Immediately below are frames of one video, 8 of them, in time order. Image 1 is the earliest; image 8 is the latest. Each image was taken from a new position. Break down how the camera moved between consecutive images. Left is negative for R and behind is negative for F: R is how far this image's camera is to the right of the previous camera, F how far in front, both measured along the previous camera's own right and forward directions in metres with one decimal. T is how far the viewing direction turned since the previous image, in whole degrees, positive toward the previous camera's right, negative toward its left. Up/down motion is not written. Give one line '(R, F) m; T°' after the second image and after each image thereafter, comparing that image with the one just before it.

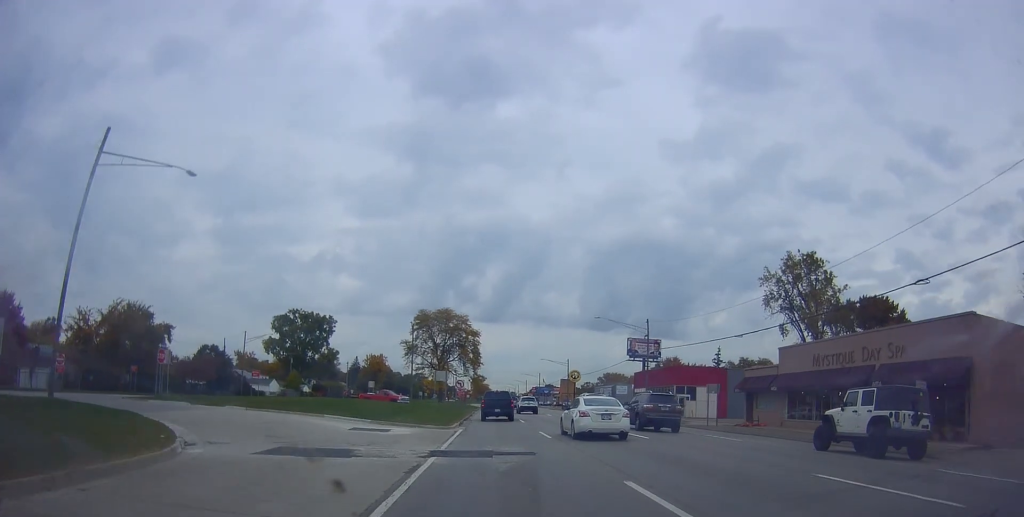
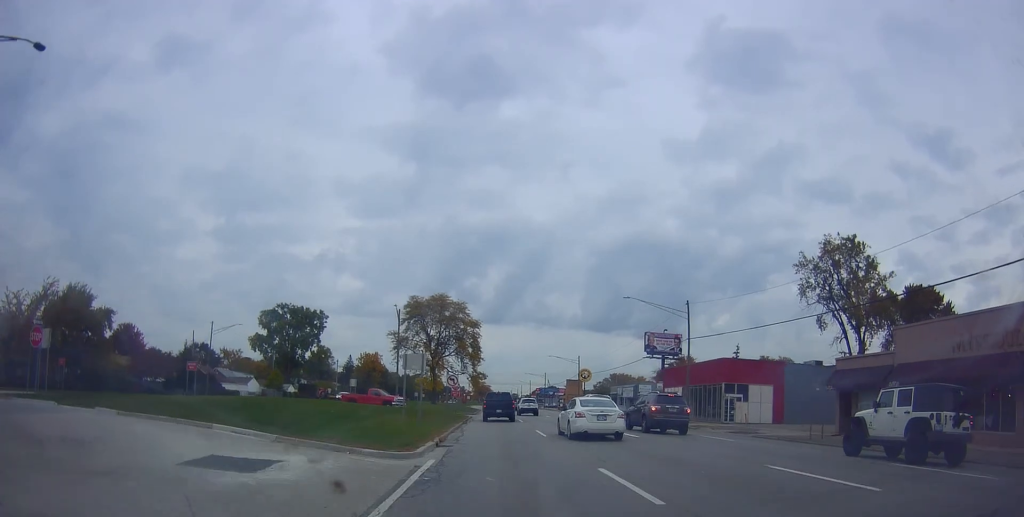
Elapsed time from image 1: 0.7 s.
(-0.3, +13.2) m; 0°
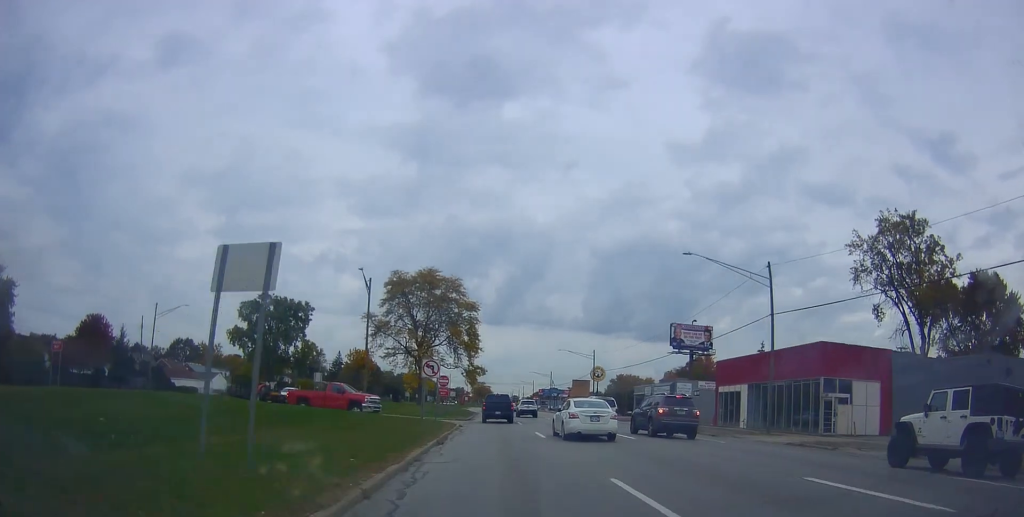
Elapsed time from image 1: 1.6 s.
(+0.2, +16.3) m; -1°
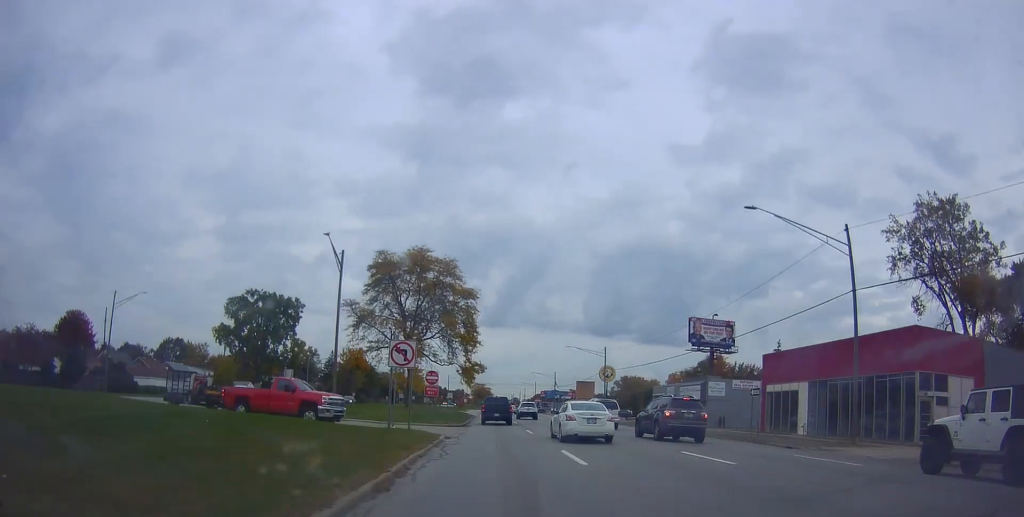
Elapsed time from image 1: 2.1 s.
(0.0, +9.4) m; 0°
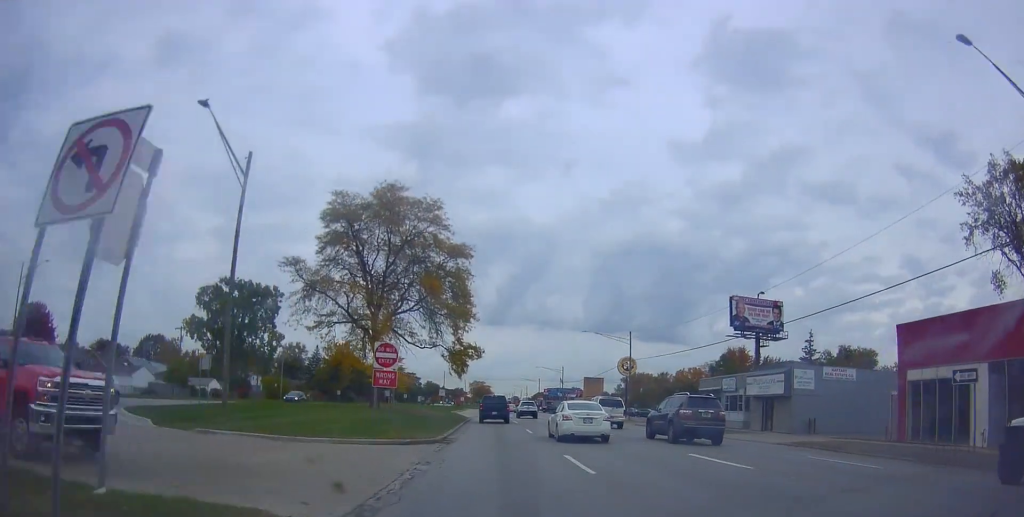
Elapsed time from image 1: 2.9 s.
(-0.6, +16.3) m; 0°
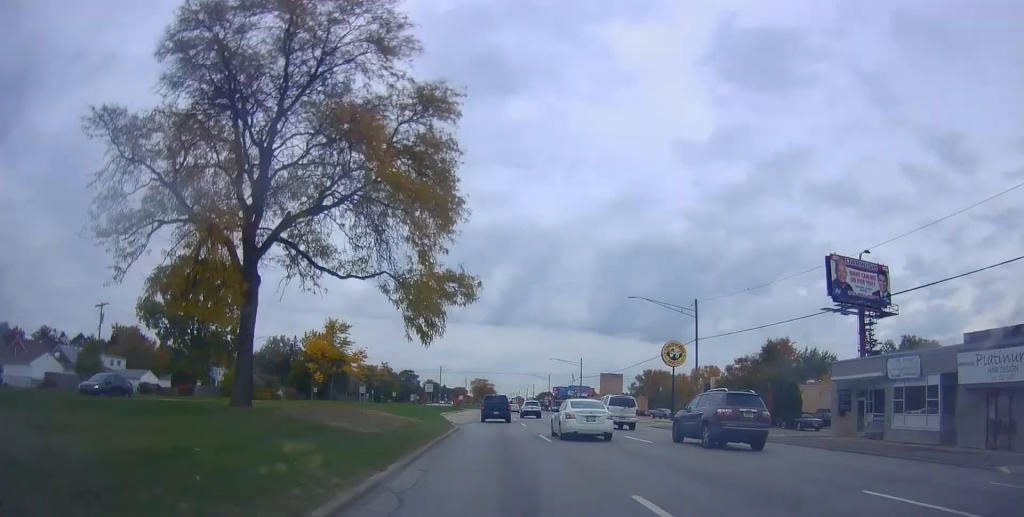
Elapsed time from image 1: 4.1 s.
(+0.9, +22.8) m; +2°
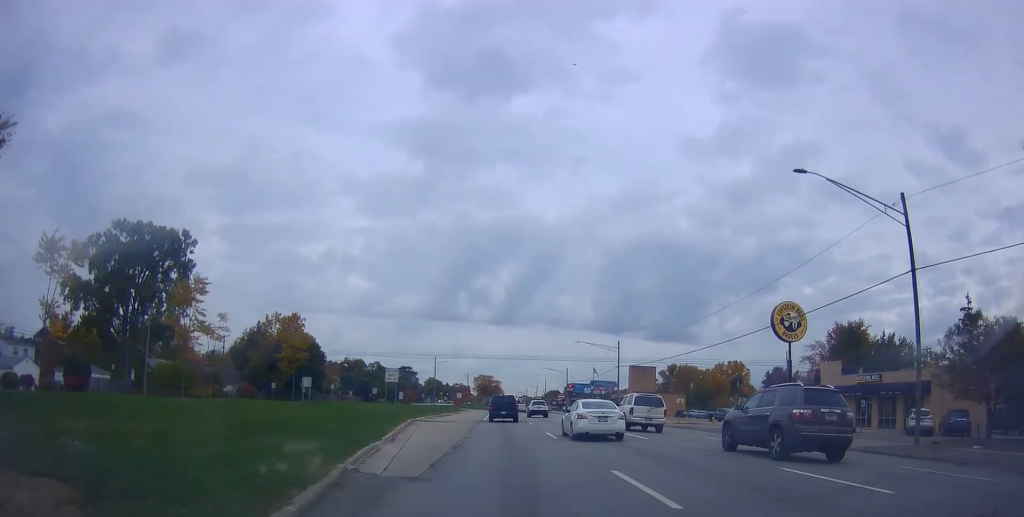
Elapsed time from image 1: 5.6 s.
(0.0, +28.1) m; 0°
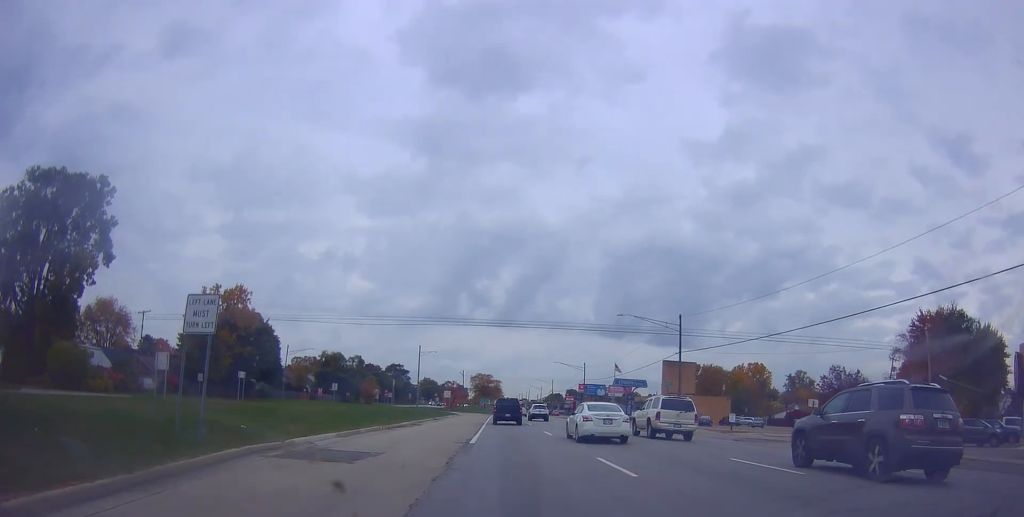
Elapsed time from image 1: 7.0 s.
(-0.1, +27.1) m; -1°
